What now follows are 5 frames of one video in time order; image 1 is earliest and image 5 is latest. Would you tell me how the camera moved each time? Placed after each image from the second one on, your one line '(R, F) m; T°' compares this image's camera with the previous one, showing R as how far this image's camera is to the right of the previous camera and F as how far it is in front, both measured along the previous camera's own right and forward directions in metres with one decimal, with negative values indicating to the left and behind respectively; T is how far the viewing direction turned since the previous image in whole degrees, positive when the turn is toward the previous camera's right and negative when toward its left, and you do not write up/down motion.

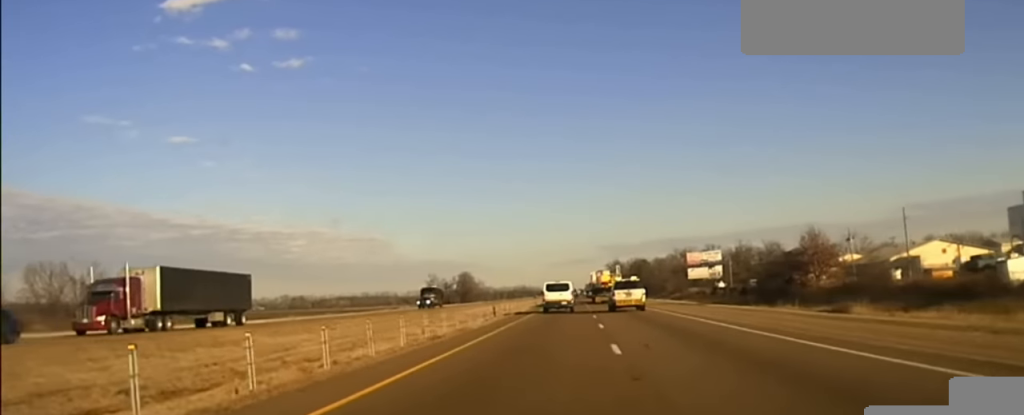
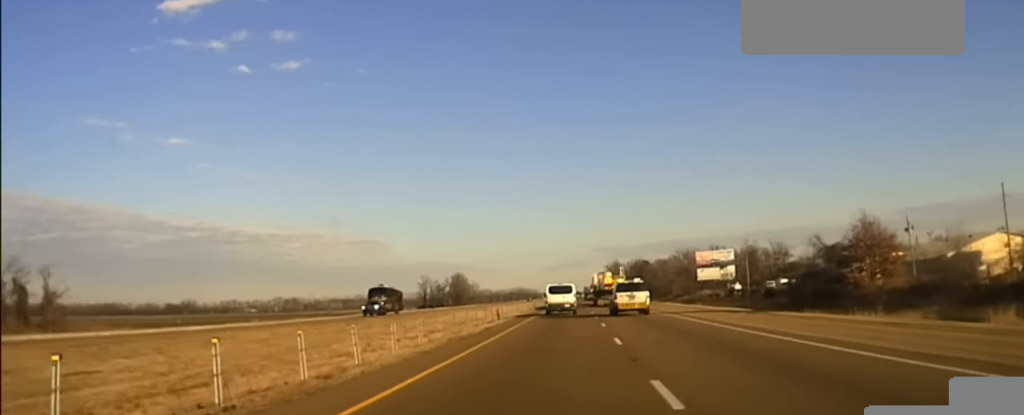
(0.0, +19.2) m; 0°
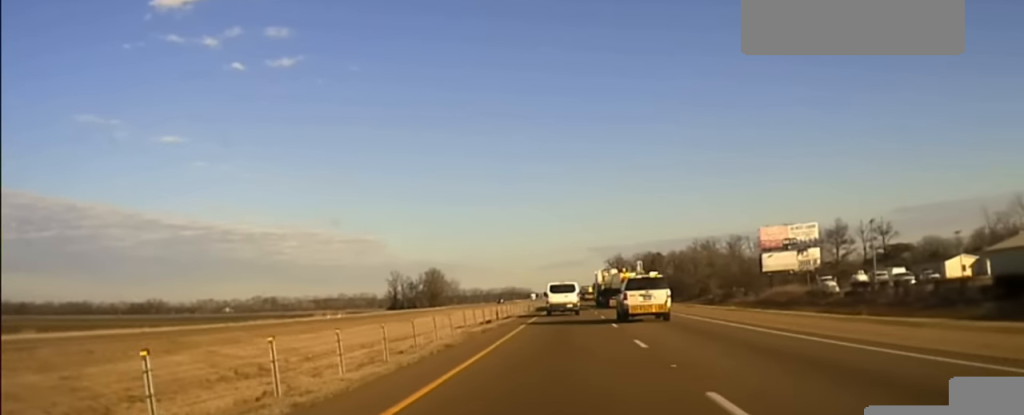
(+0.2, +73.5) m; 0°
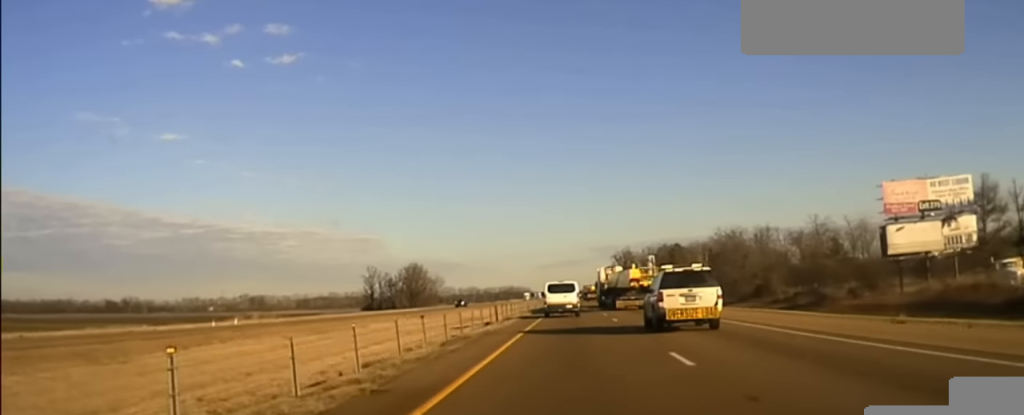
(0.0, +55.7) m; +1°
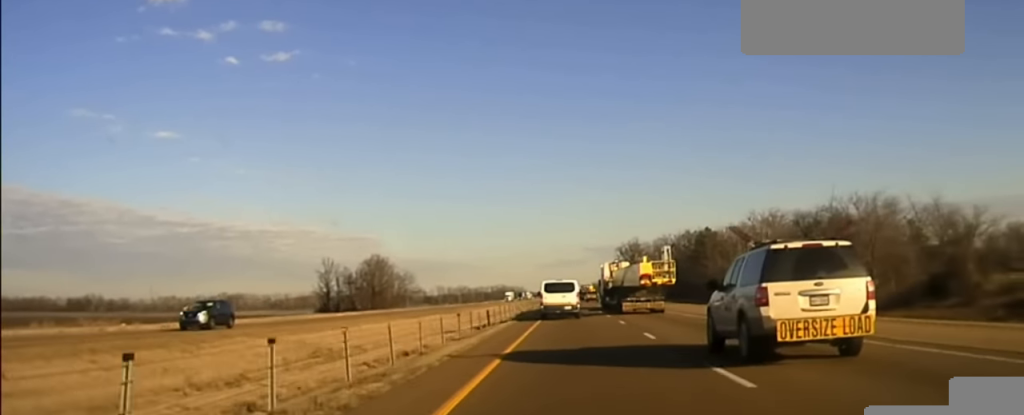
(-0.2, +62.5) m; -1°
